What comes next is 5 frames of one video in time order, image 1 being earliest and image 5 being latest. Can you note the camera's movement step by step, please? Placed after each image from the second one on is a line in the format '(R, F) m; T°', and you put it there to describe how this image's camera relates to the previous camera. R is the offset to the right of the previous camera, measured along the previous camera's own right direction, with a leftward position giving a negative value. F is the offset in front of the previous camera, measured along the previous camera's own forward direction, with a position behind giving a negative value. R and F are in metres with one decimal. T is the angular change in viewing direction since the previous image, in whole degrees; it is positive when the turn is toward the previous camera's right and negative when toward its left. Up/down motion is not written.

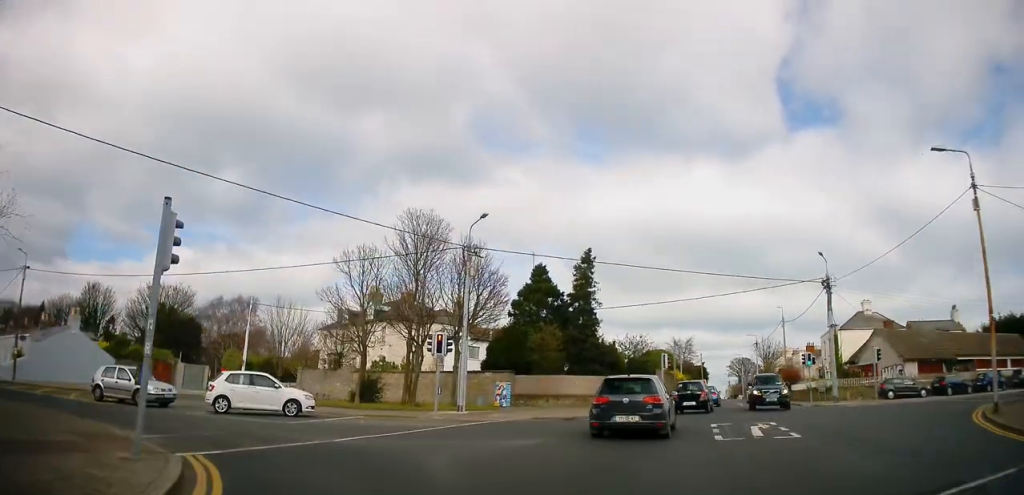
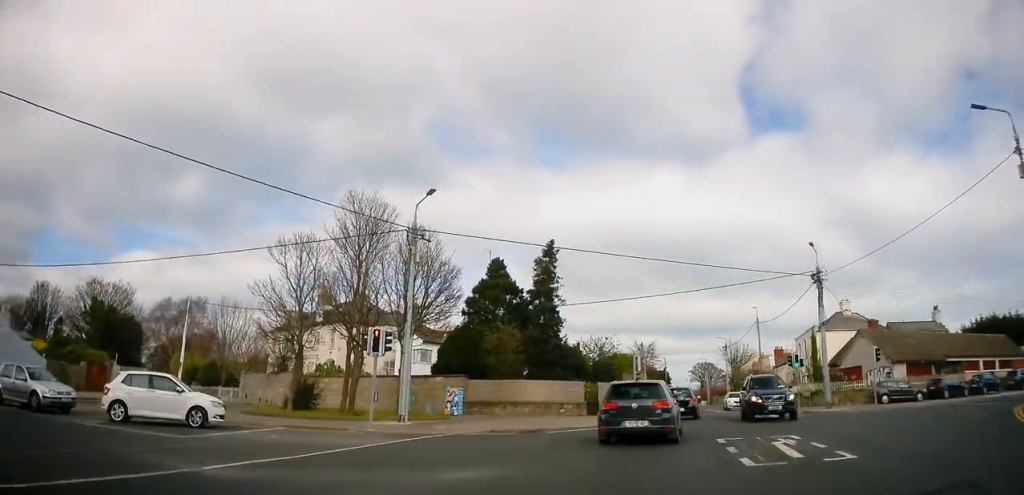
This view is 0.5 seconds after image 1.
(+0.1, +3.7) m; +4°
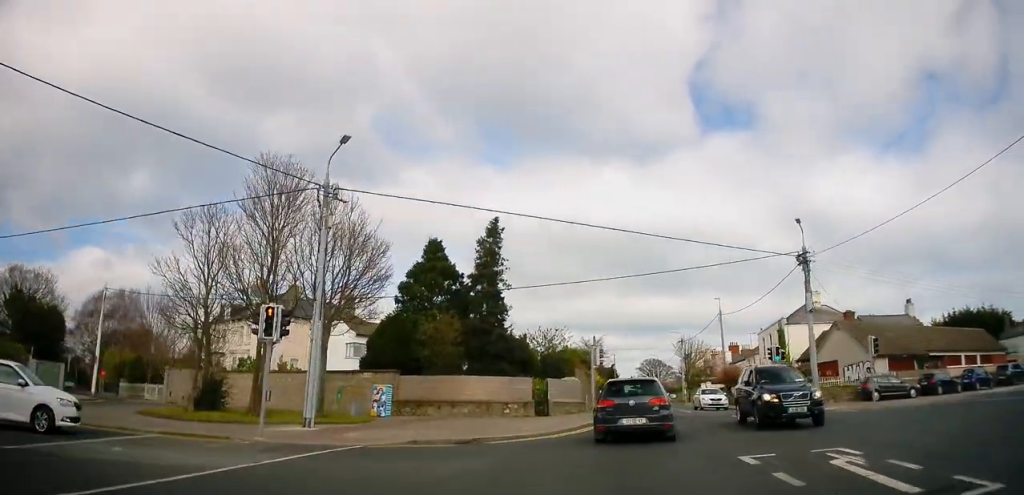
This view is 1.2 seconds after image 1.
(0.0, +4.6) m; +5°
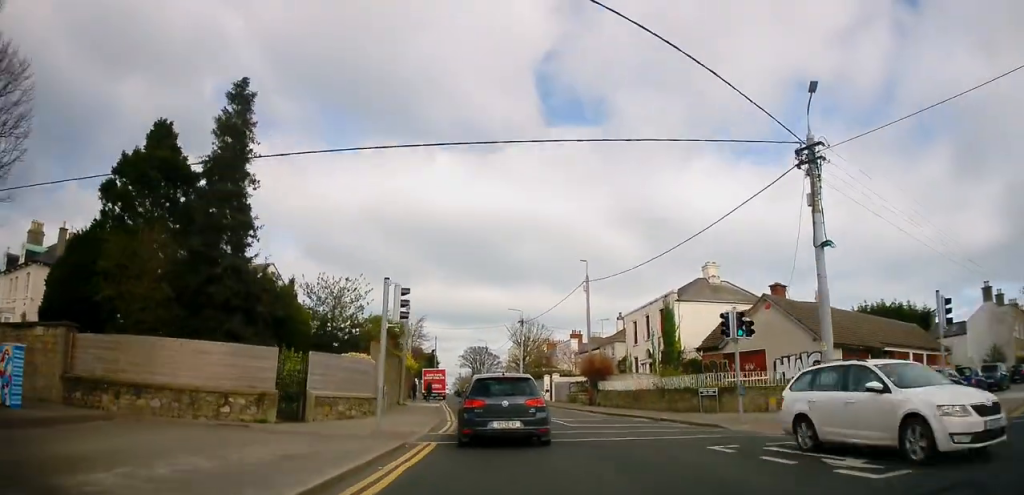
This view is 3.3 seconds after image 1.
(+2.4, +15.0) m; +17°
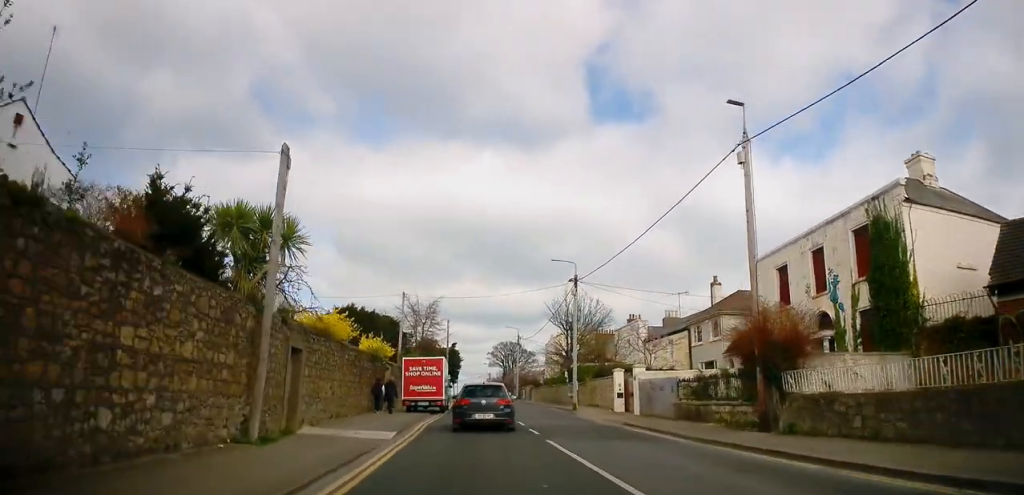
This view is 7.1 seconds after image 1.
(+1.7, +22.9) m; 0°
